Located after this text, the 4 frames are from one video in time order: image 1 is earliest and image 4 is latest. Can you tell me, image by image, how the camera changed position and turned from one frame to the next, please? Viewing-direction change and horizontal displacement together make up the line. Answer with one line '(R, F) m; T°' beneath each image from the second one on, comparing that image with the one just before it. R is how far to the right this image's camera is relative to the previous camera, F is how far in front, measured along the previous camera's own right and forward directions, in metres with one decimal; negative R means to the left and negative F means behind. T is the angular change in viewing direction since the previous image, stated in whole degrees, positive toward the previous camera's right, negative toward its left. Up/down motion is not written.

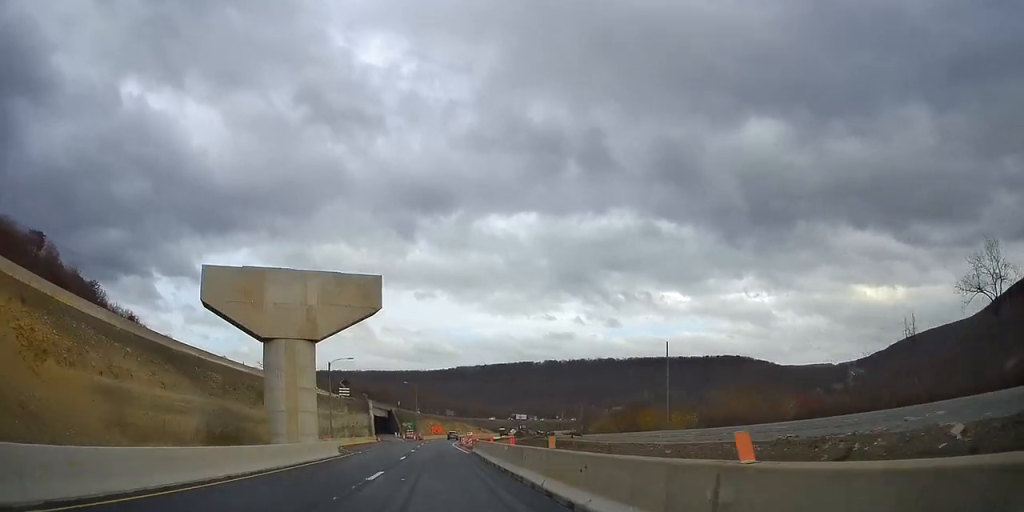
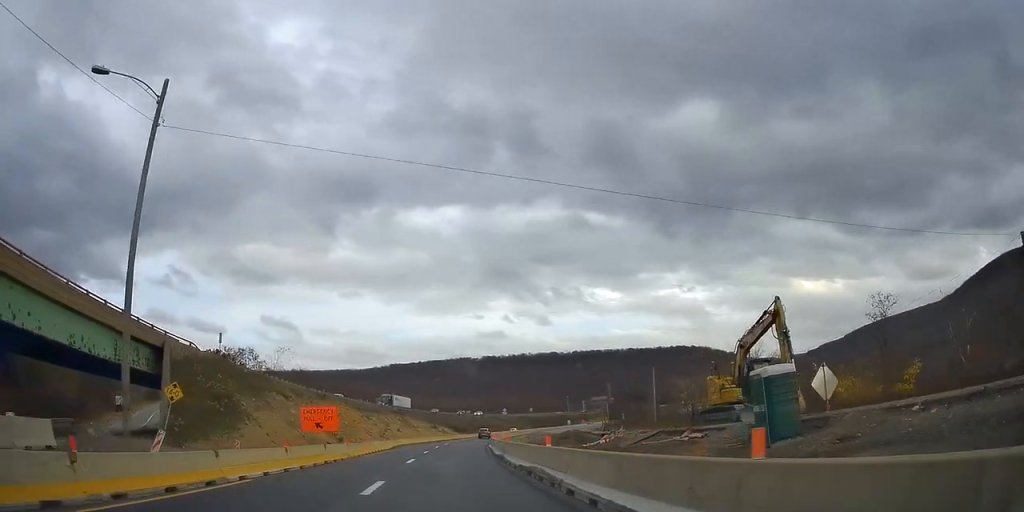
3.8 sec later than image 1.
(+1.0, +115.7) m; +1°
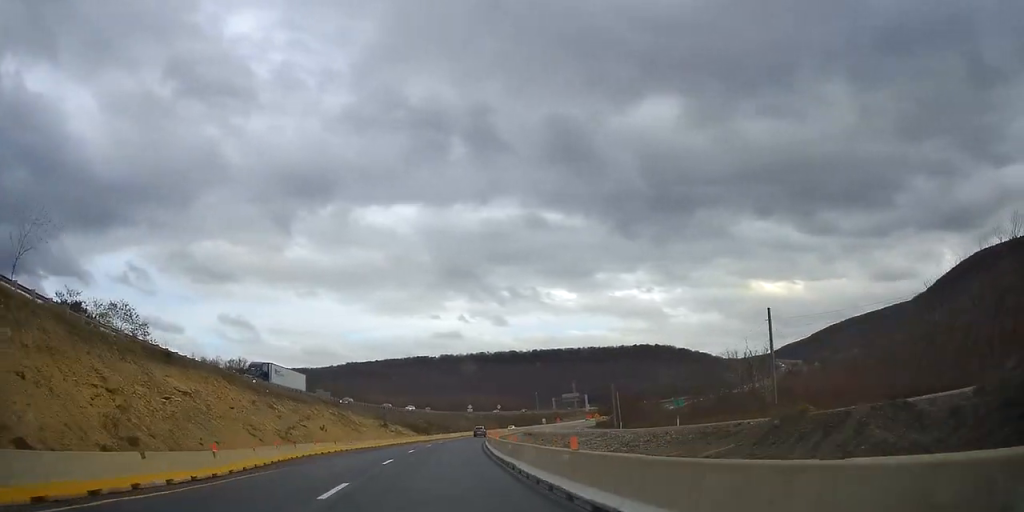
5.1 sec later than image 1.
(+1.2, +38.3) m; +4°
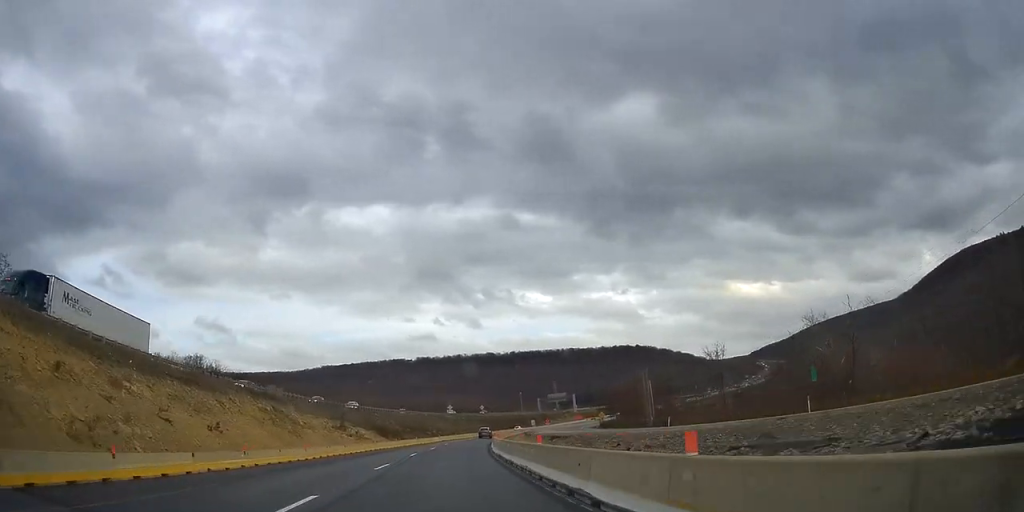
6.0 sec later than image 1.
(+0.3, +26.8) m; +3°
